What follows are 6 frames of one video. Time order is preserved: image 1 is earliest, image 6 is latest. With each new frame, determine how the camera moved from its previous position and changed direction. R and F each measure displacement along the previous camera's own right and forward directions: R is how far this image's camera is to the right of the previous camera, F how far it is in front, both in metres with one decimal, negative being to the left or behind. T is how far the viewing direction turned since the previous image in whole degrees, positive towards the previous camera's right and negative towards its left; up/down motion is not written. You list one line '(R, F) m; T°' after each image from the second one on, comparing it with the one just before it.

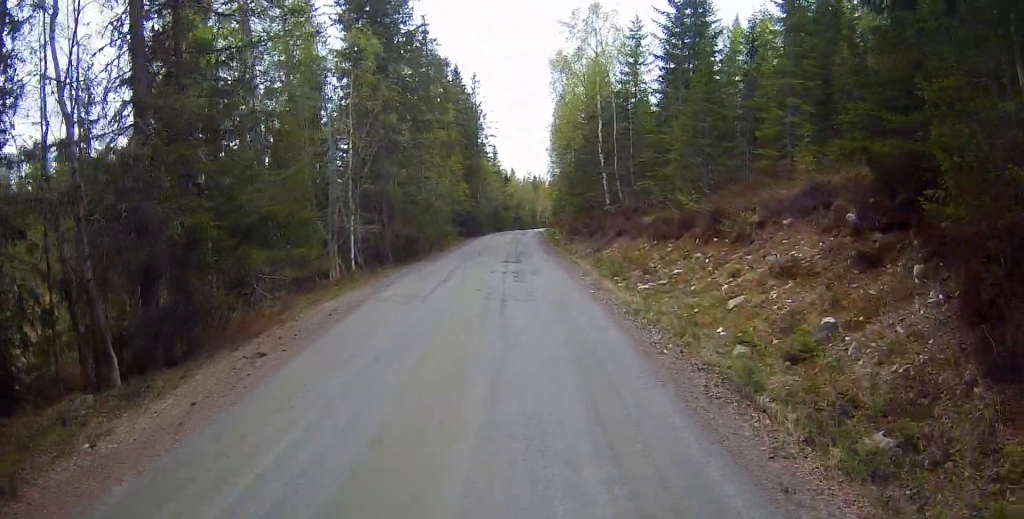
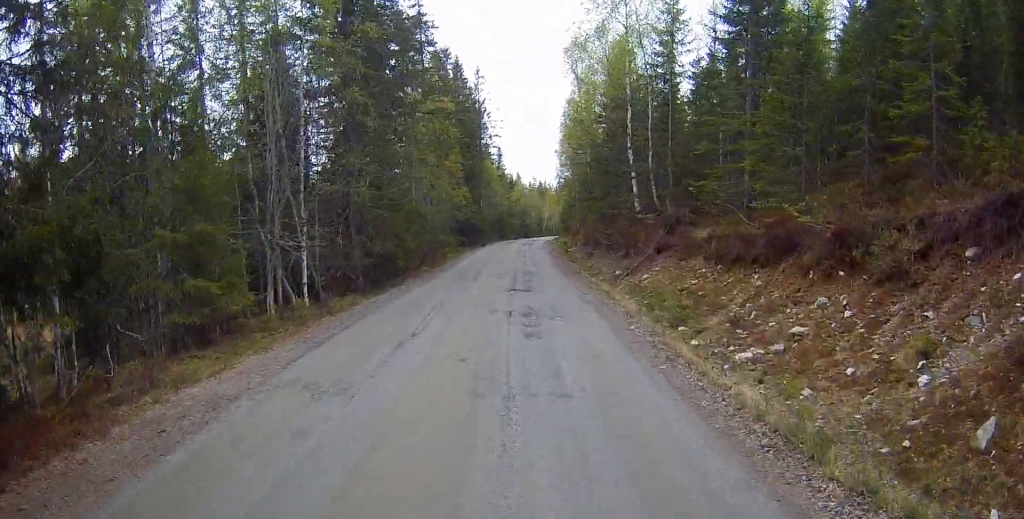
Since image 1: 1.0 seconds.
(0.0, +6.6) m; -2°
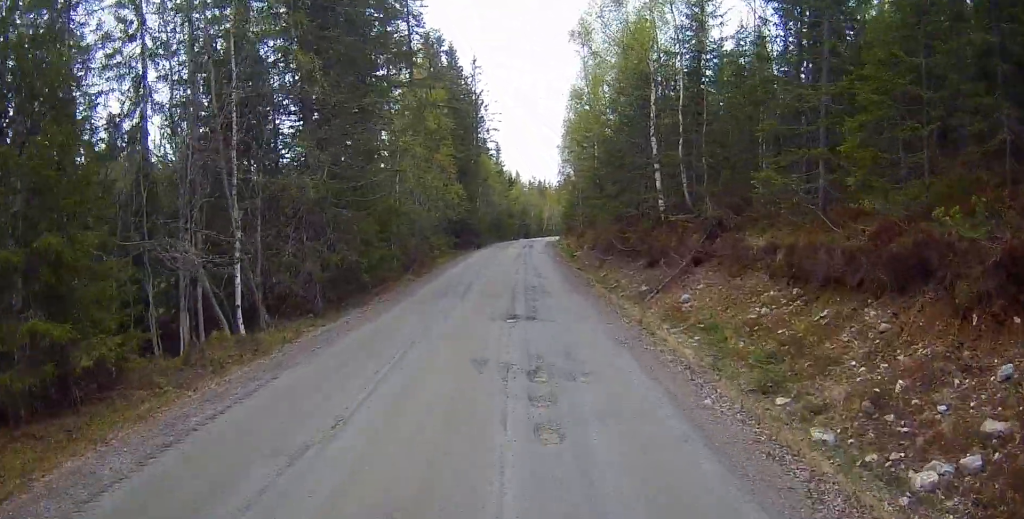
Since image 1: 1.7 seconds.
(-0.2, +4.6) m; -2°
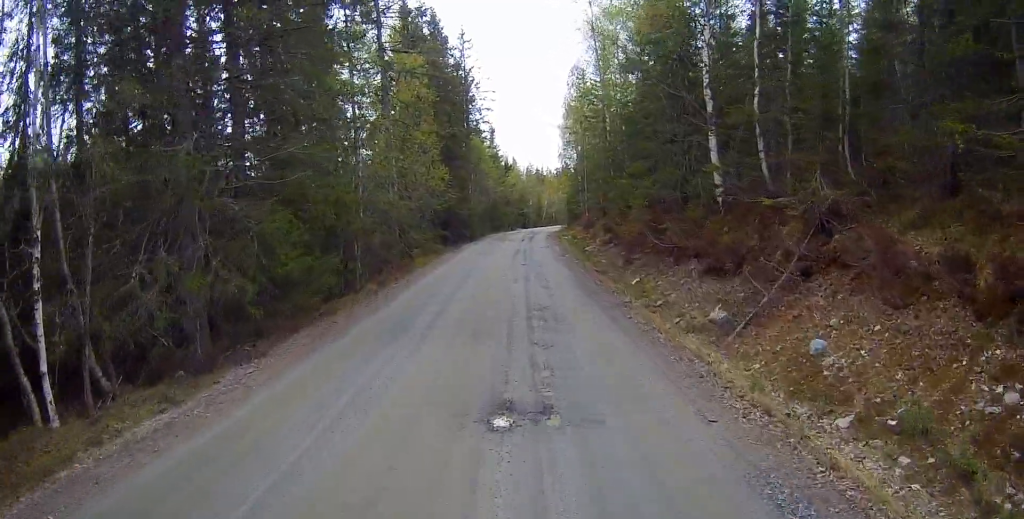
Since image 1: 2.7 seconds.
(-0.1, +6.7) m; +1°
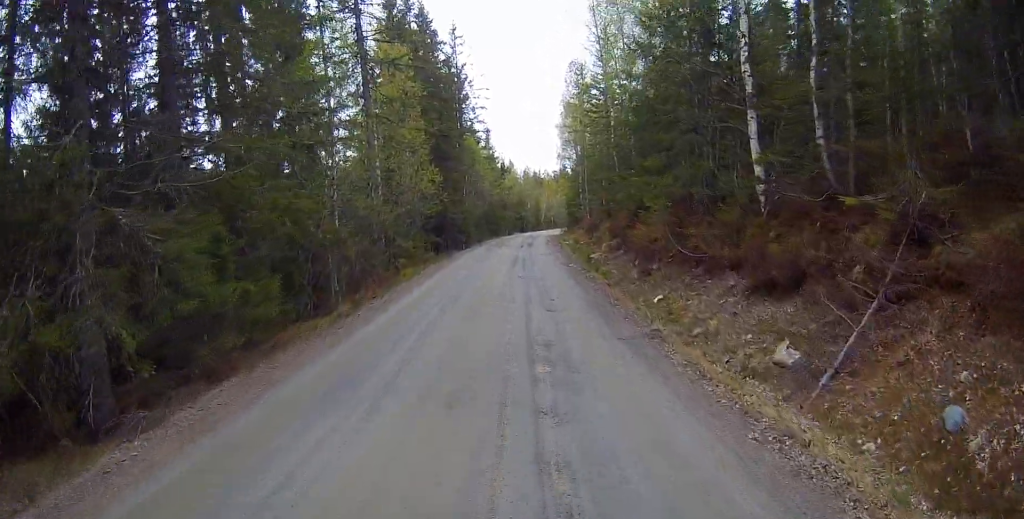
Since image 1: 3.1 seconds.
(0.0, +3.1) m; 0°
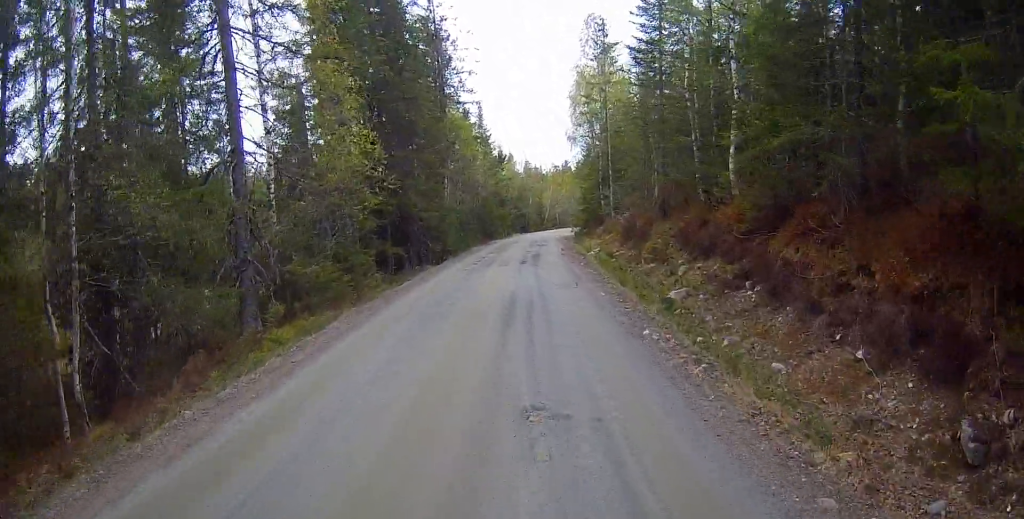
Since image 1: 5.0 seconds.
(-0.1, +13.3) m; -4°
